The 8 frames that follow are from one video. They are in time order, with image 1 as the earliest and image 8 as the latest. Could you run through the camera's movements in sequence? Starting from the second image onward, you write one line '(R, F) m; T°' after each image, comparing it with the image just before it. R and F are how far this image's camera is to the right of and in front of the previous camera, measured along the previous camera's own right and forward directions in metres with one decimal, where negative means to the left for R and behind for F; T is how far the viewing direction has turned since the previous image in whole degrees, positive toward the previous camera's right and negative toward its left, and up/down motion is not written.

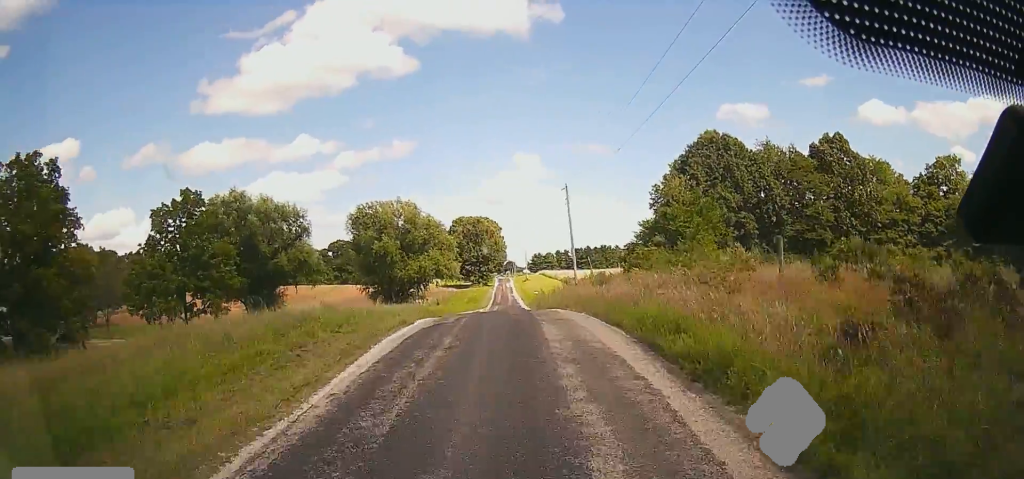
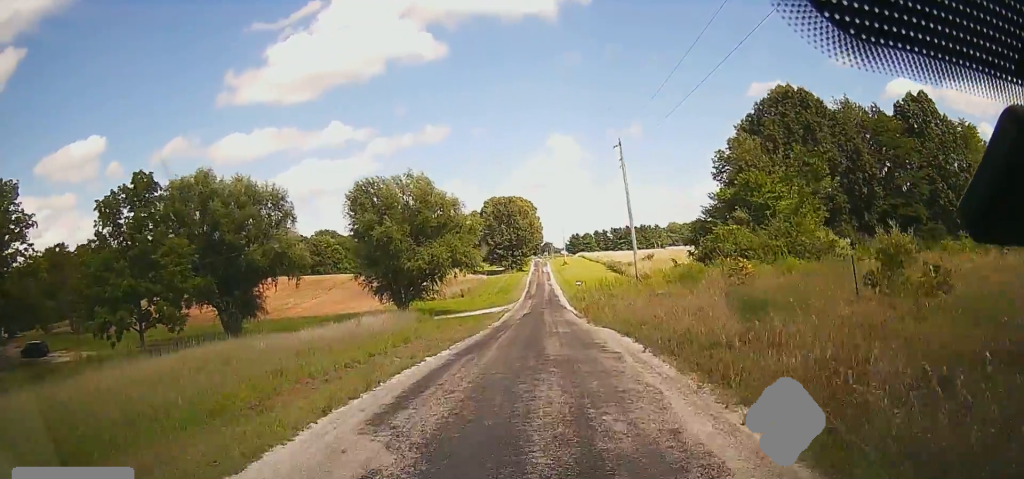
(-1.0, +14.6) m; -5°
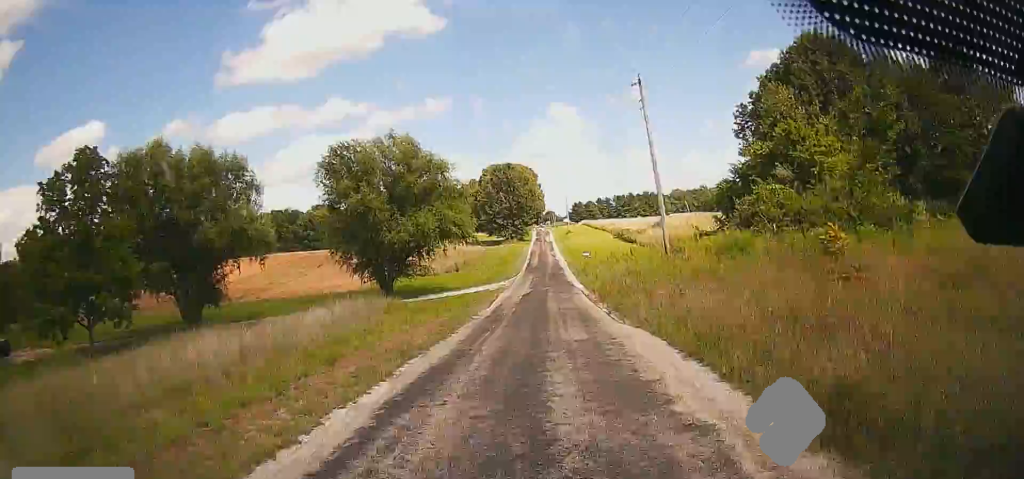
(0.0, +8.8) m; -1°
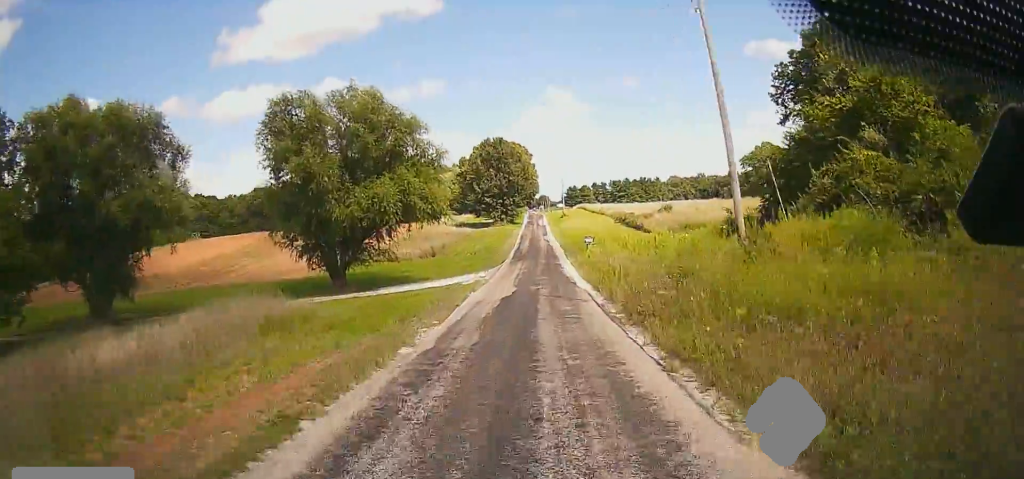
(-0.2, +12.1) m; -1°
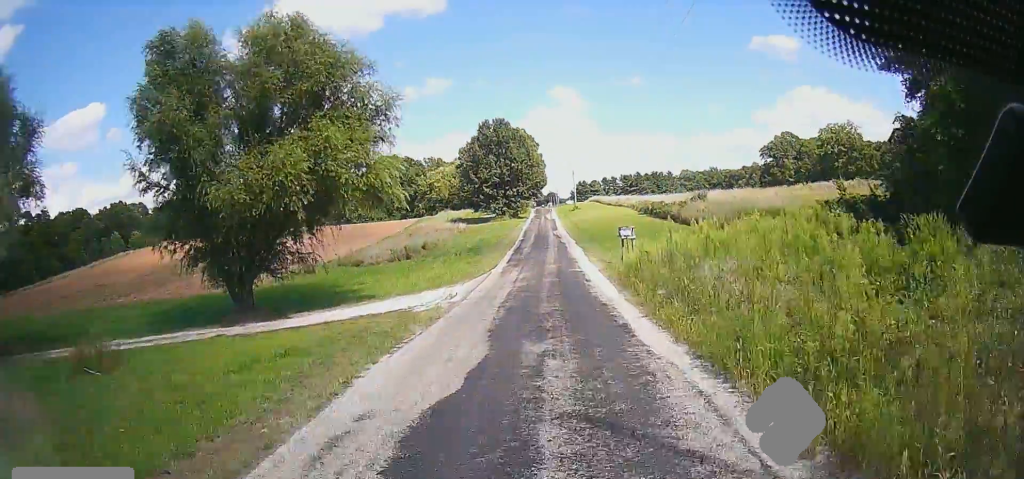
(-0.1, +17.0) m; 0°
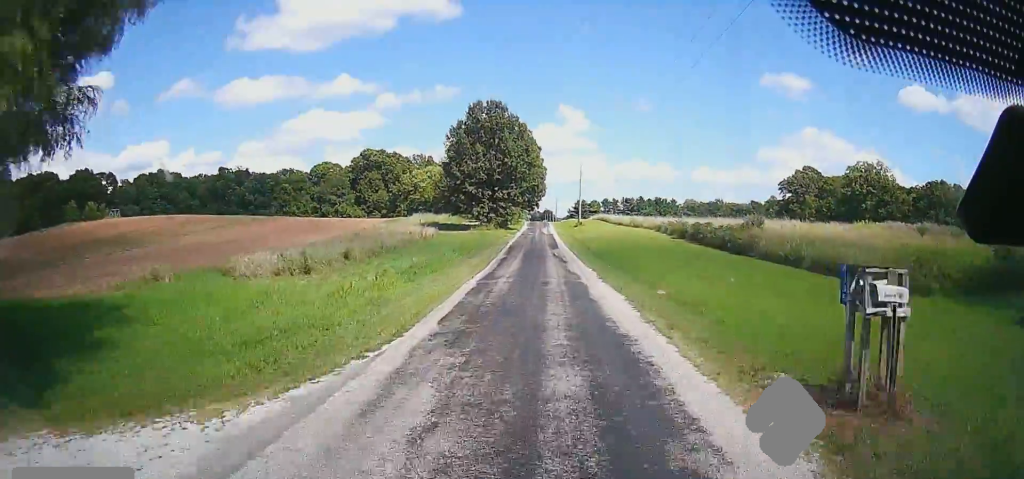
(0.0, +23.1) m; 0°
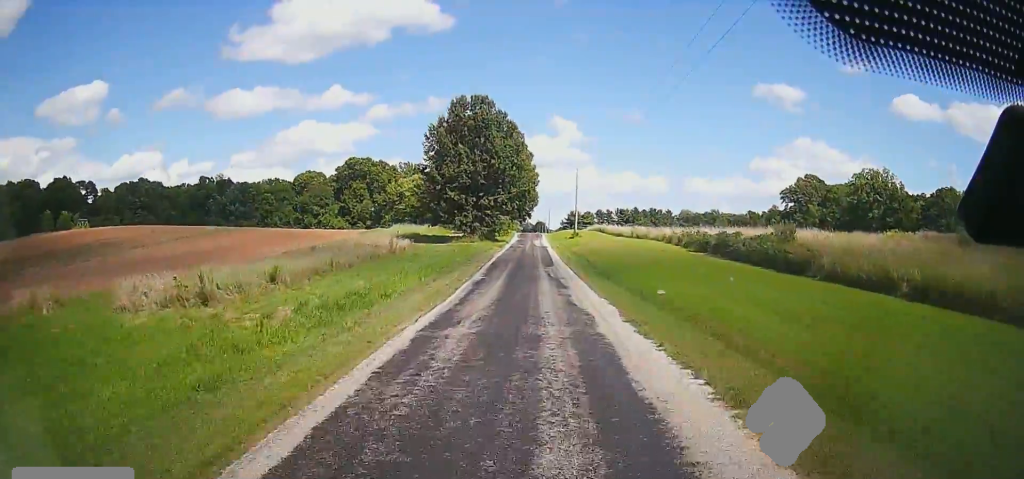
(0.0, +10.0) m; 0°
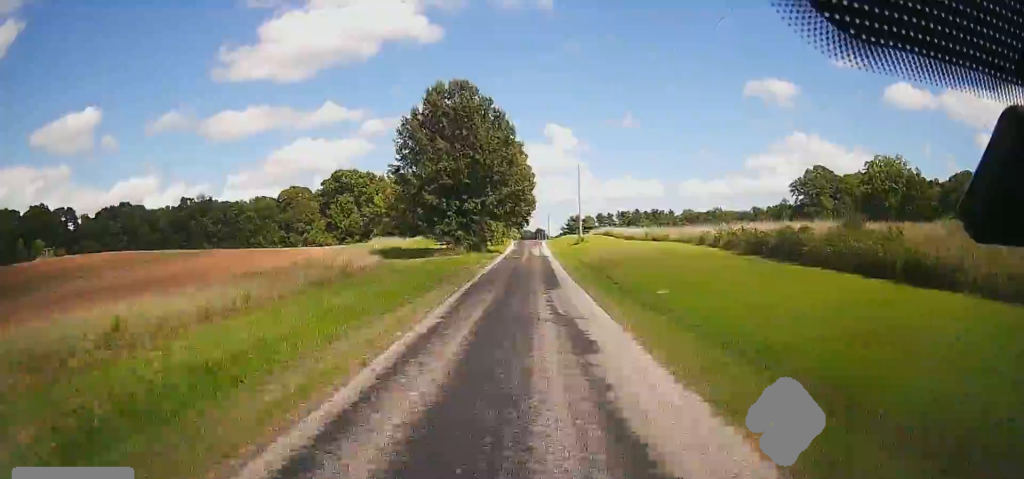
(0.0, +12.3) m; 0°
